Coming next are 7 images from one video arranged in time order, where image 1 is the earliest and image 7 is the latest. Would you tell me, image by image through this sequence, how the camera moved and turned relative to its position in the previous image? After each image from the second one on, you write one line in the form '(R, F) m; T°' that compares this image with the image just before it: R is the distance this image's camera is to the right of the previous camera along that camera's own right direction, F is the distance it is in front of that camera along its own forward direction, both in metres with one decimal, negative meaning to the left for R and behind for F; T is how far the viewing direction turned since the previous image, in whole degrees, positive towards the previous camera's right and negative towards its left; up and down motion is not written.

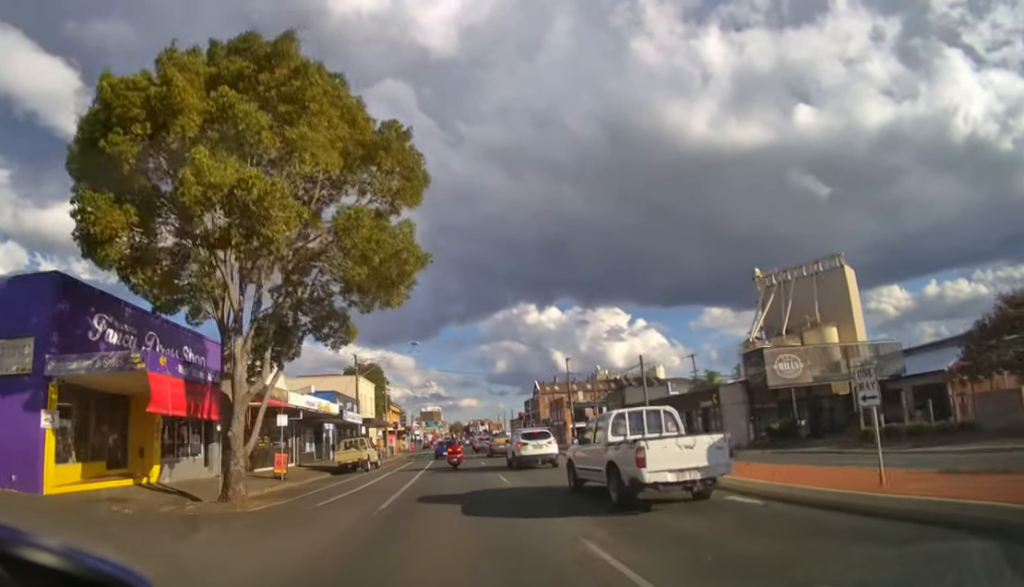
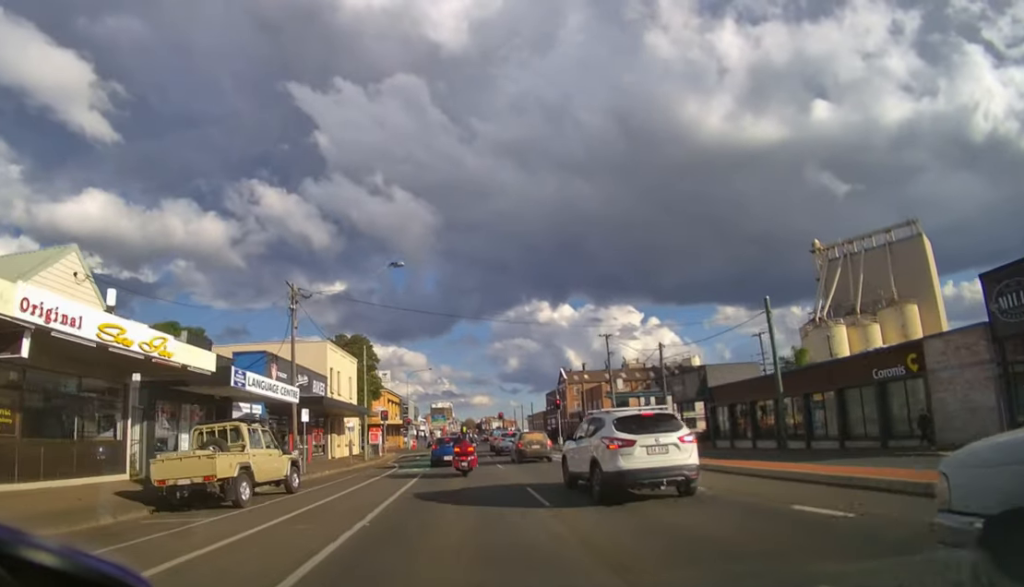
(-0.2, +17.3) m; -2°
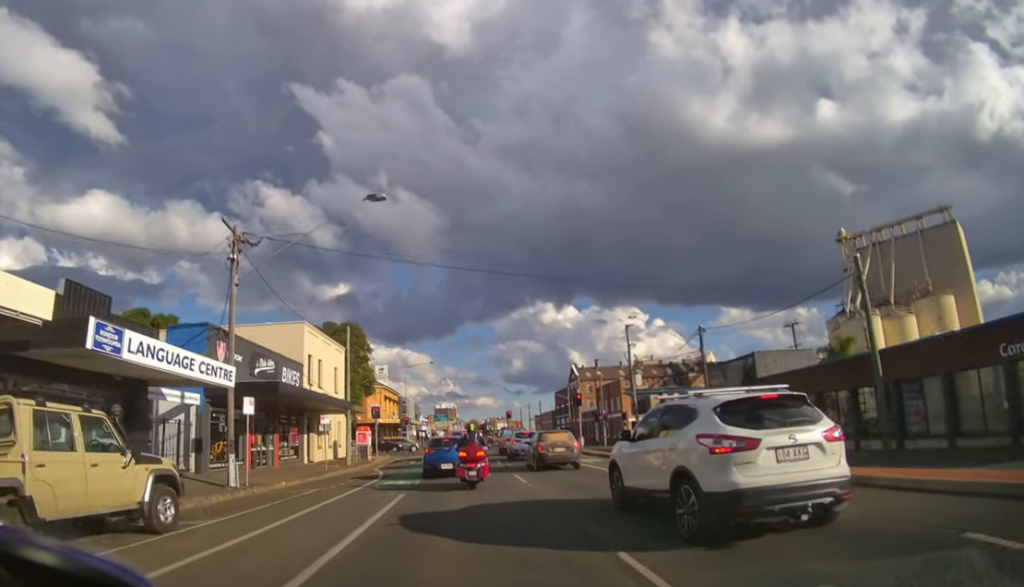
(-0.1, +6.9) m; -2°
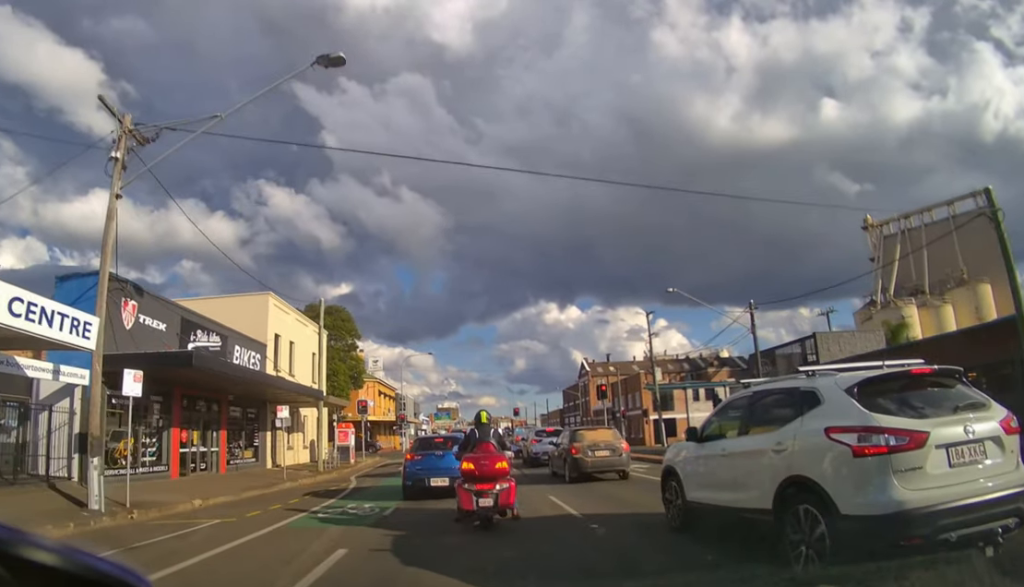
(+0.2, +6.9) m; +3°
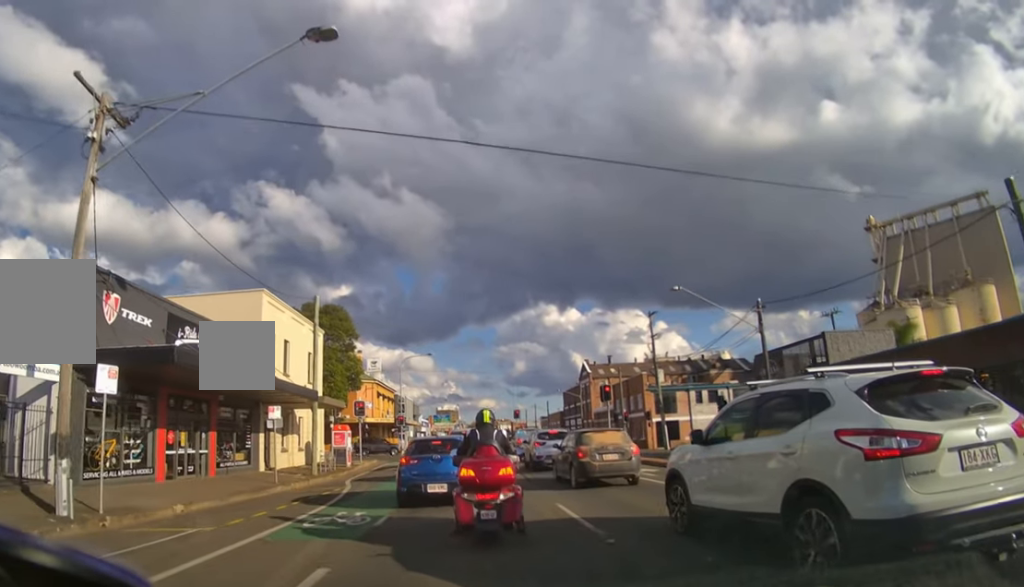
(0.0, +1.0) m; 0°
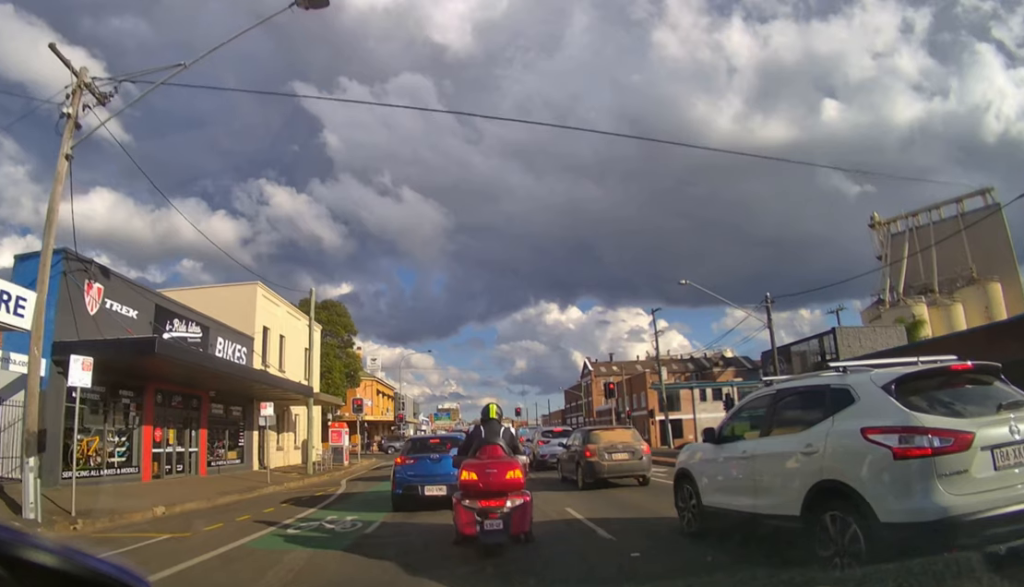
(-0.1, +0.8) m; 0°
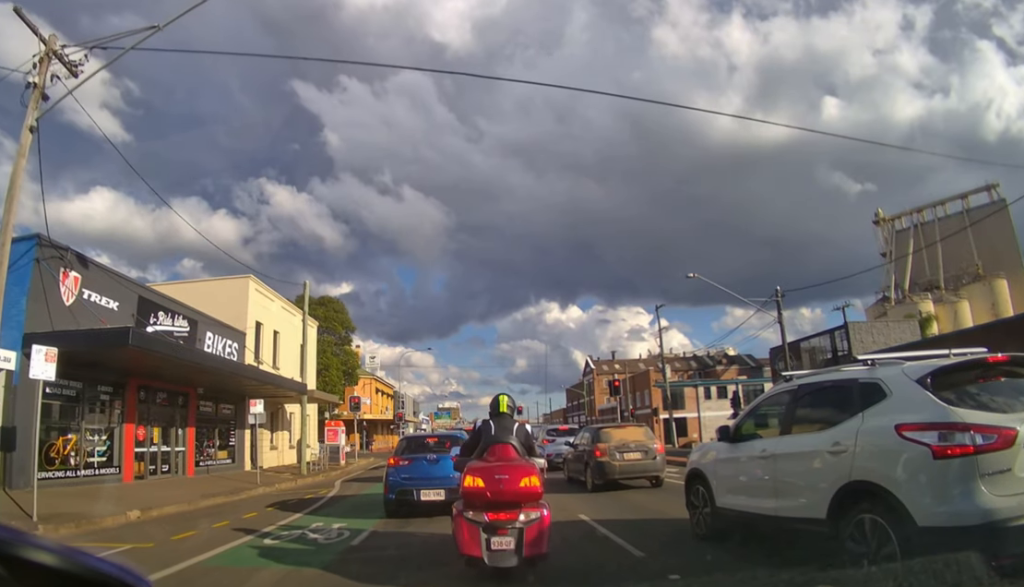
(+0.2, +0.8) m; 0°
